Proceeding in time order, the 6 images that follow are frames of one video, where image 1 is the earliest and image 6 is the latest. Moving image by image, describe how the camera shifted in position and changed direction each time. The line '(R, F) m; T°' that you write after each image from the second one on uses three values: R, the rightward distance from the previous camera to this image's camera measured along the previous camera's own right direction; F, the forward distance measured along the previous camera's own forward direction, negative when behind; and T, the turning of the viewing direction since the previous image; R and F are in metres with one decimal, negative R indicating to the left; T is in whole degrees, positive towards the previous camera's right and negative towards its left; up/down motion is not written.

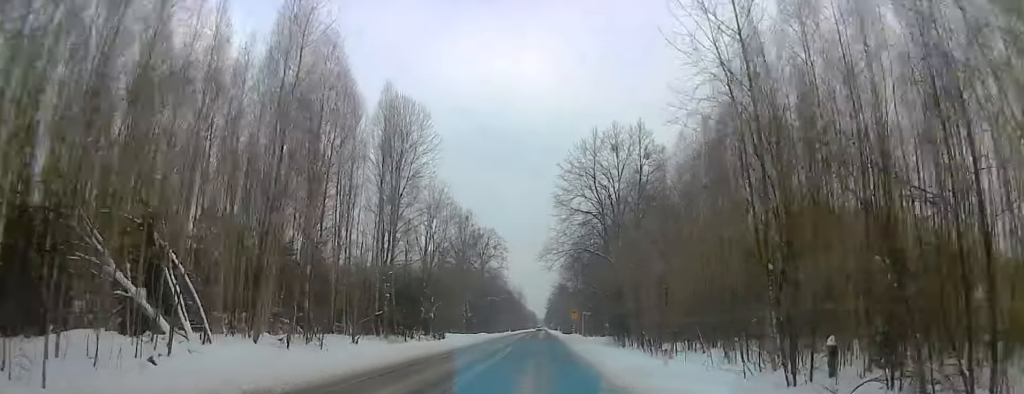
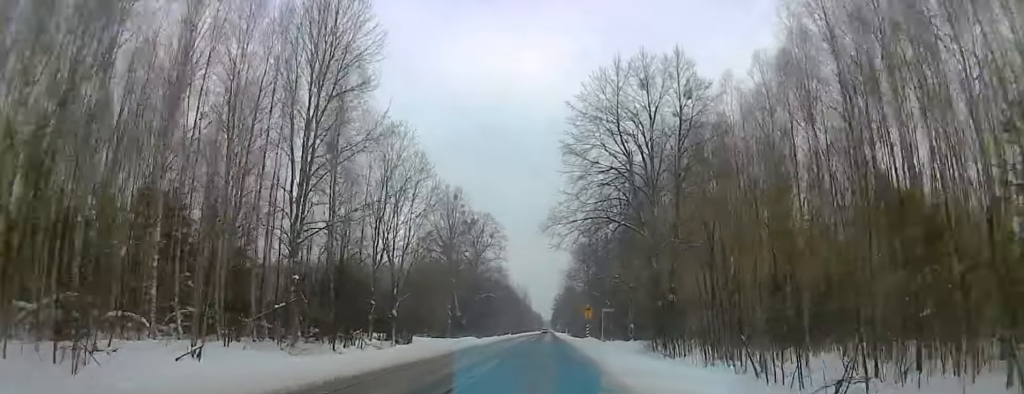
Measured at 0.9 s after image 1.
(0.0, +16.8) m; 0°
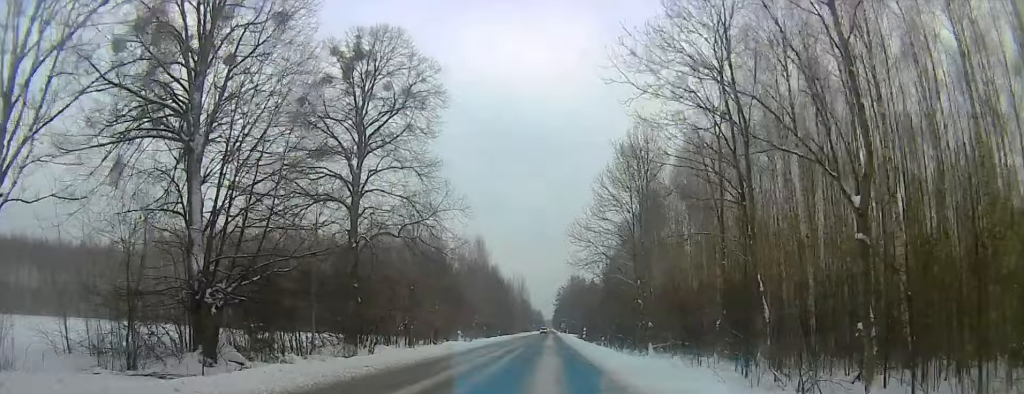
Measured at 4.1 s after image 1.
(-0.1, +58.0) m; 0°
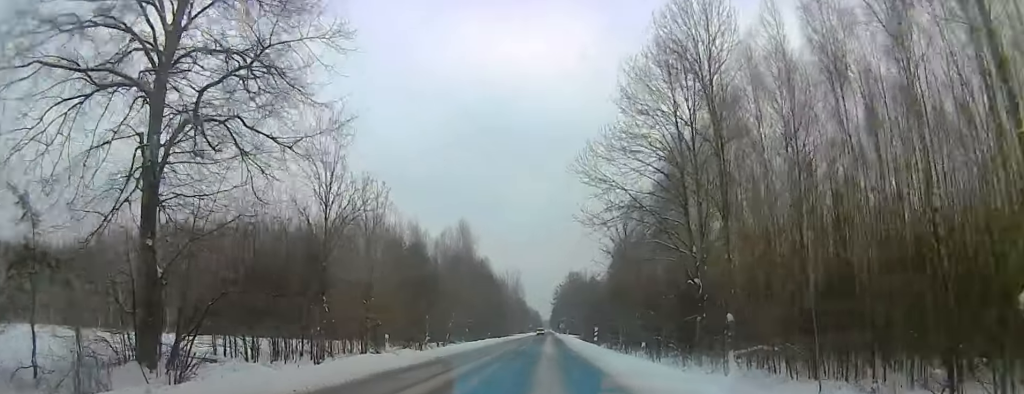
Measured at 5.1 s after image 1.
(-0.1, +19.1) m; +2°
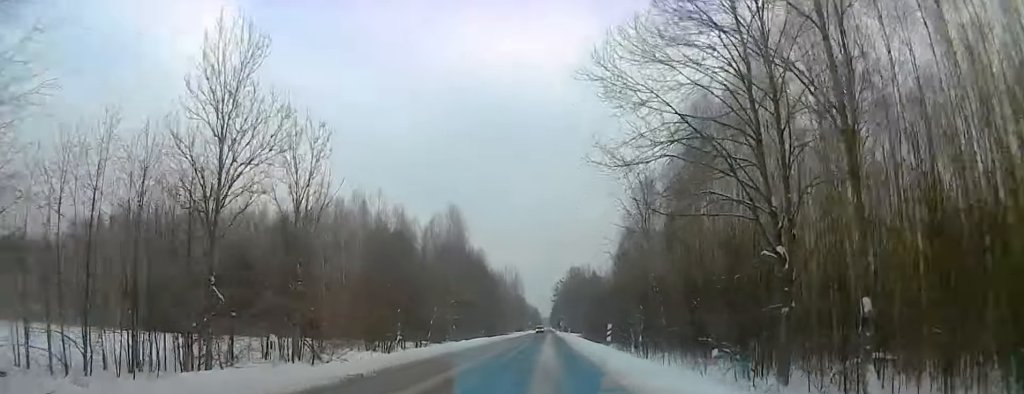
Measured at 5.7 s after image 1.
(-0.2, +10.6) m; +3°
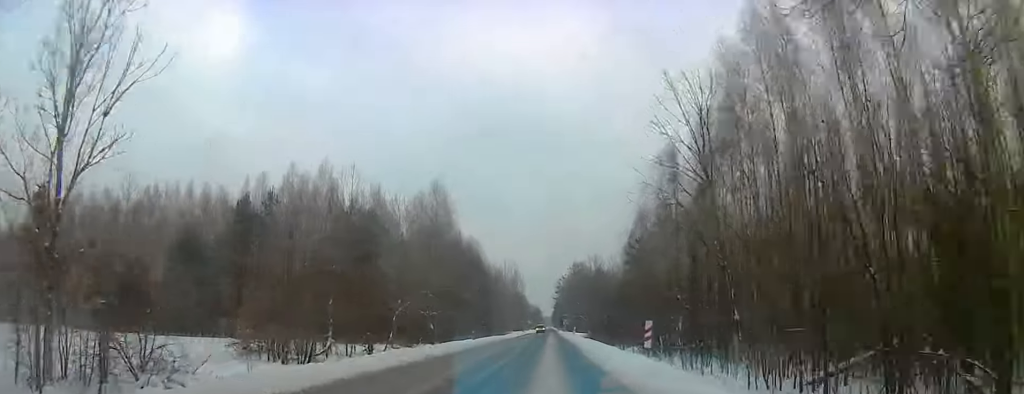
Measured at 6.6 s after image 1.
(+1.0, +14.3) m; 0°
